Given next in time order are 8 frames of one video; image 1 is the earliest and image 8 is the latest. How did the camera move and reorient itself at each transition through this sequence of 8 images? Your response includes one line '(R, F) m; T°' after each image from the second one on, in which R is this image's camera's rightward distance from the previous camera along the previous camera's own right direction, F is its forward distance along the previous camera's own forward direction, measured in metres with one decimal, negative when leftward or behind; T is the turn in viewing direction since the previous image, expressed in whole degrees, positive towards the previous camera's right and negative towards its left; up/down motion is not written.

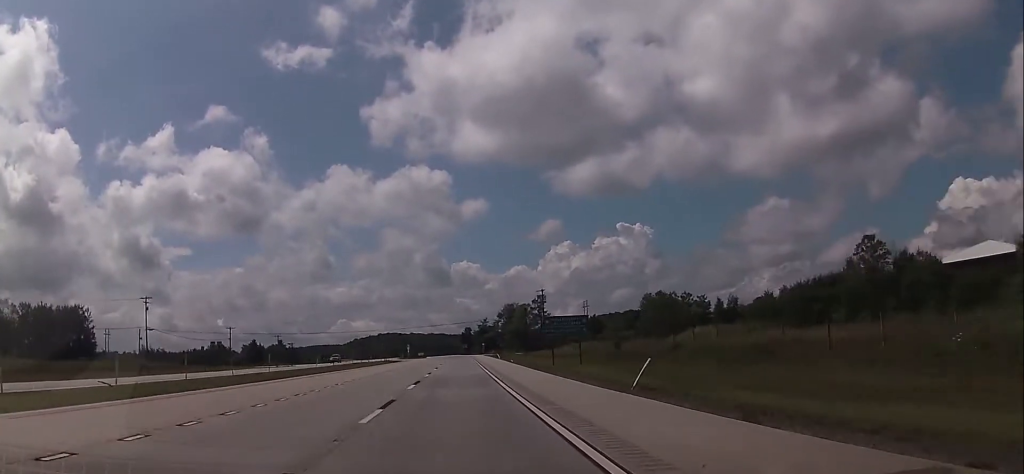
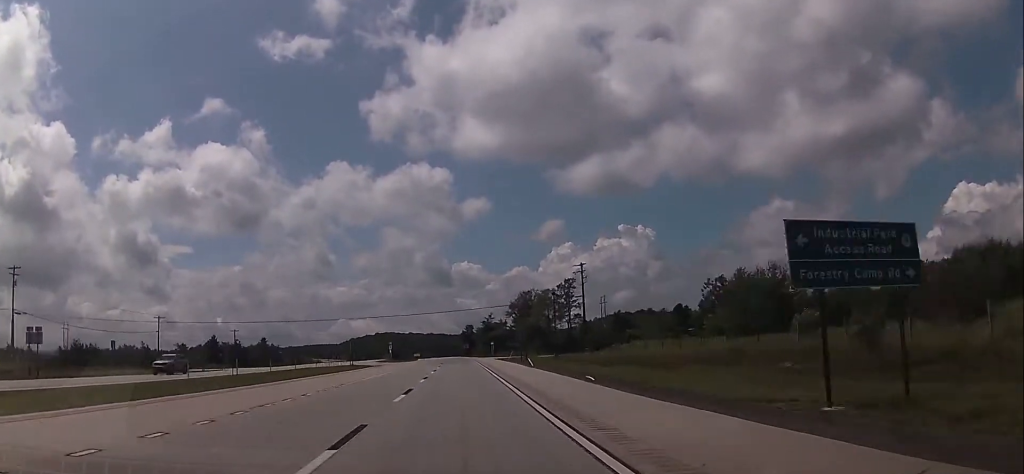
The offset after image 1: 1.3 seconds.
(+0.1, +42.6) m; 0°
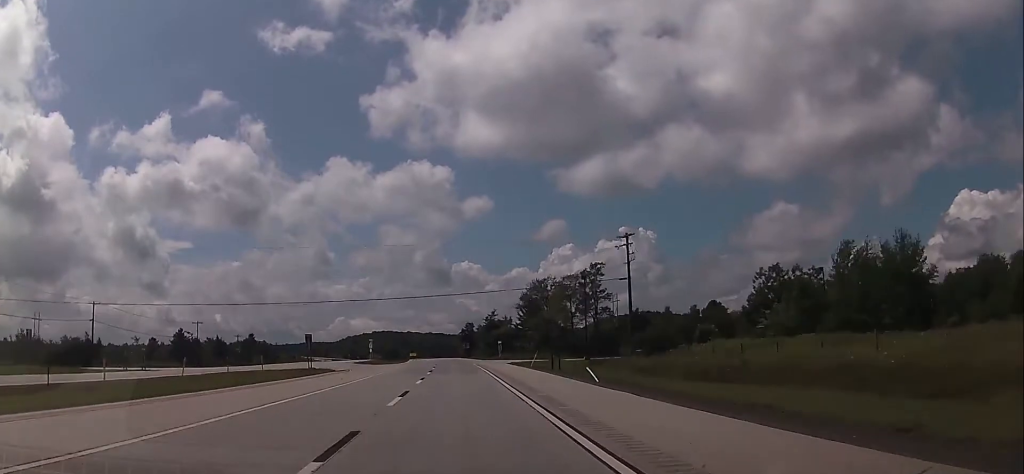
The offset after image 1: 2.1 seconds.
(-0.1, +25.0) m; 0°
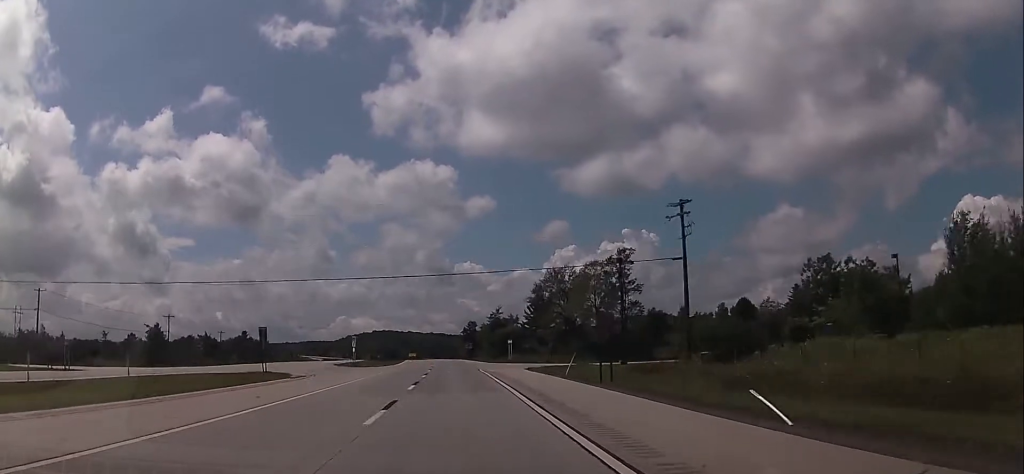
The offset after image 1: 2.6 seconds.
(0.0, +16.4) m; 0°
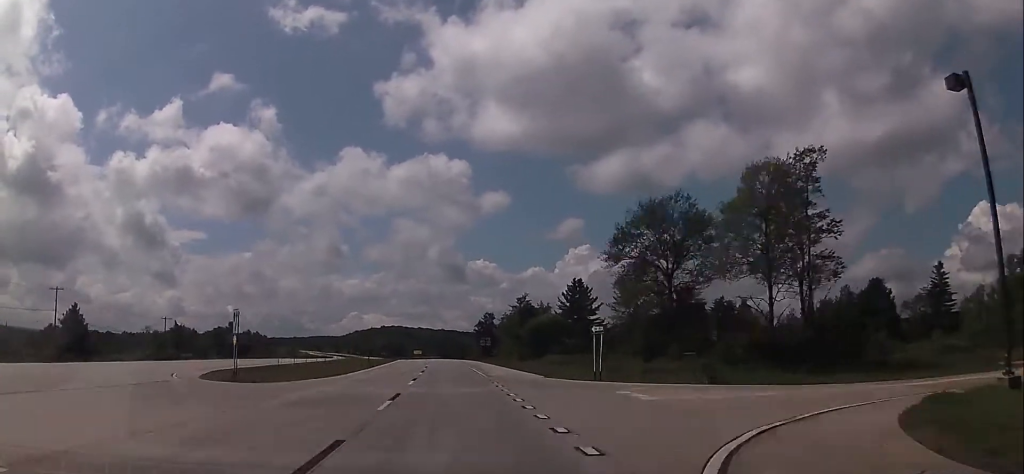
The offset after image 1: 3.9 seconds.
(+0.1, +45.0) m; -1°
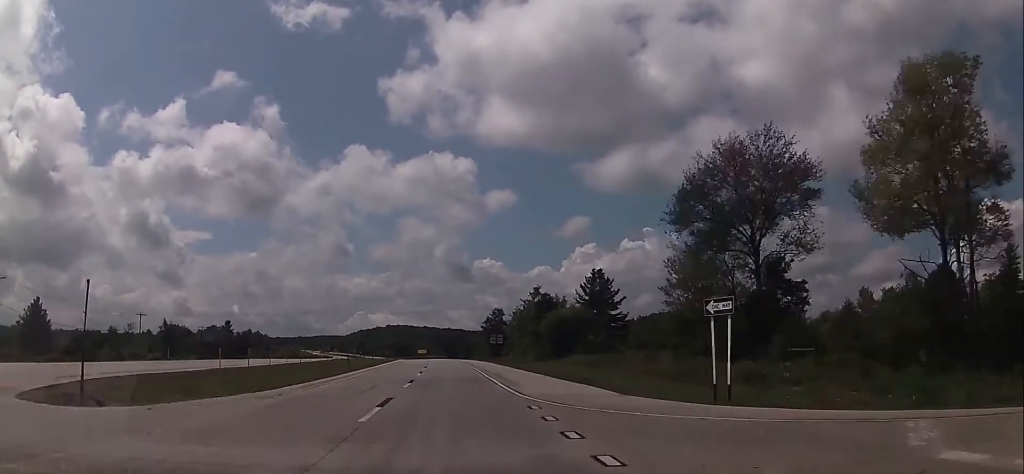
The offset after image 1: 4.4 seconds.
(-0.2, +15.3) m; -1°
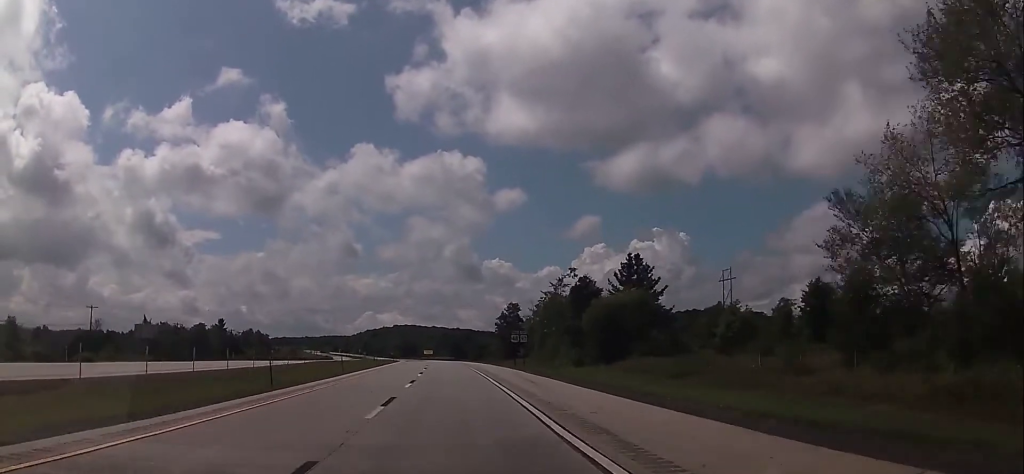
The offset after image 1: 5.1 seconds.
(-0.2, +22.9) m; -1°
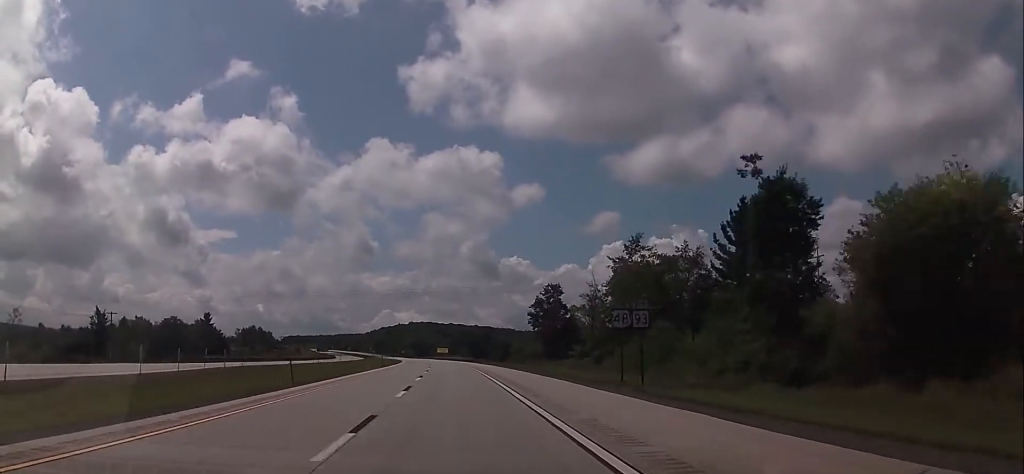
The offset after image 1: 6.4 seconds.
(-0.4, +41.4) m; -1°
